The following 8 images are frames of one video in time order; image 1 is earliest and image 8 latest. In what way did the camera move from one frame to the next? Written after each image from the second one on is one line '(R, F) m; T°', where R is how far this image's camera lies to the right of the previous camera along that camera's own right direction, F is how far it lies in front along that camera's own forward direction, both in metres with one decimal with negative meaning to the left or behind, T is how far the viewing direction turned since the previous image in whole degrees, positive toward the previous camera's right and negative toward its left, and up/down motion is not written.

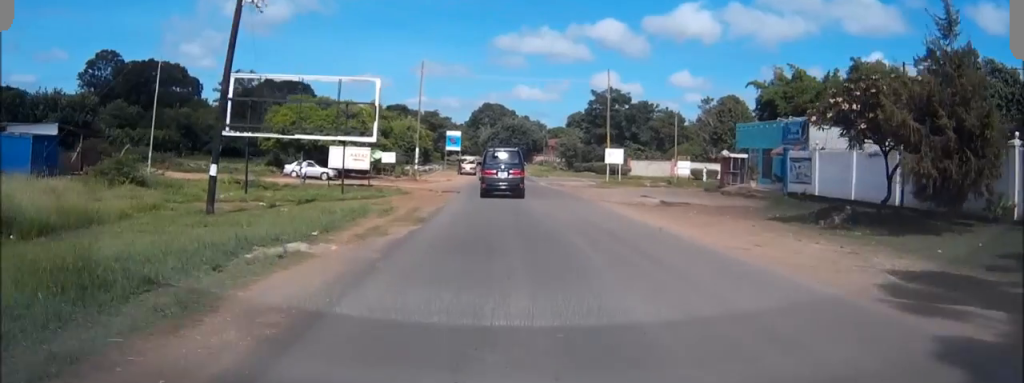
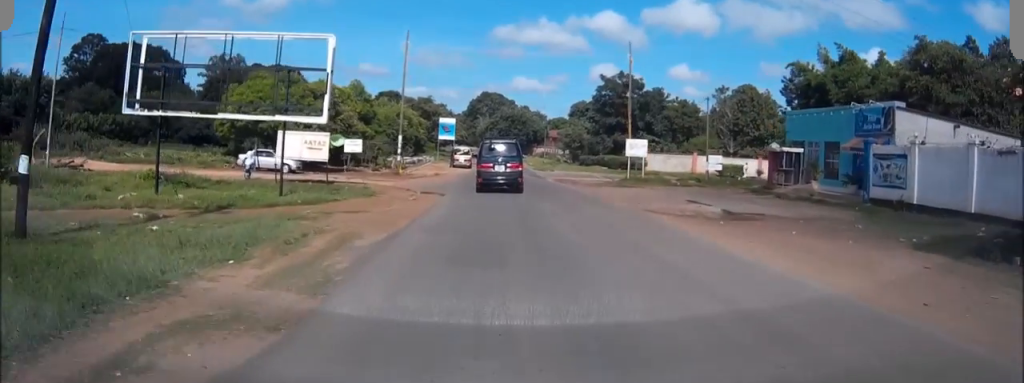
(-0.1, +10.3) m; 0°
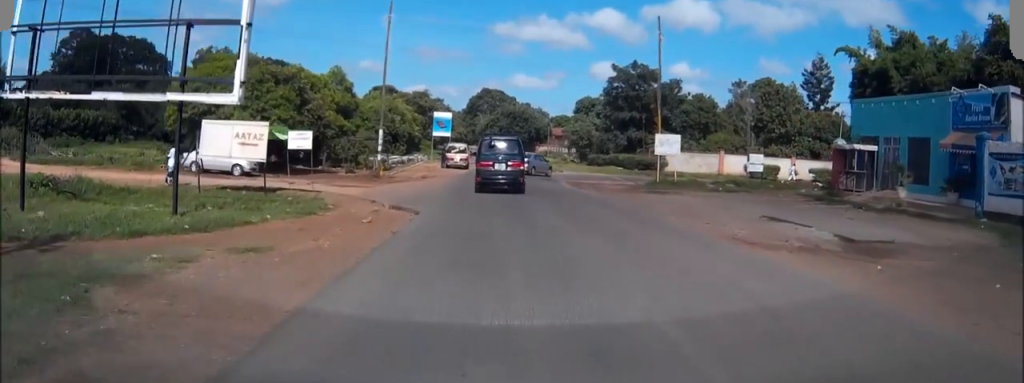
(+0.1, +9.4) m; 0°
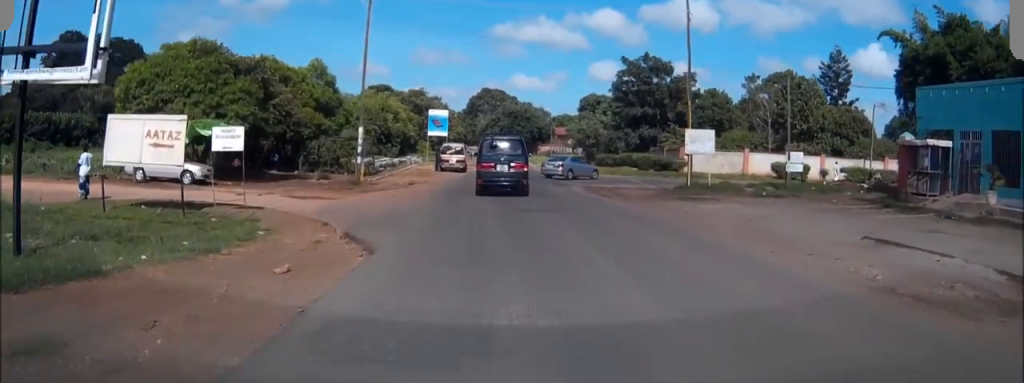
(0.0, +6.8) m; 0°
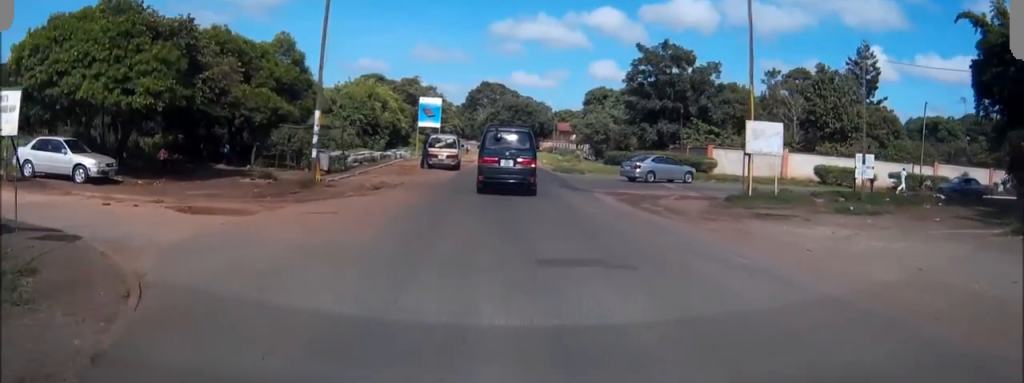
(0.0, +9.1) m; 0°
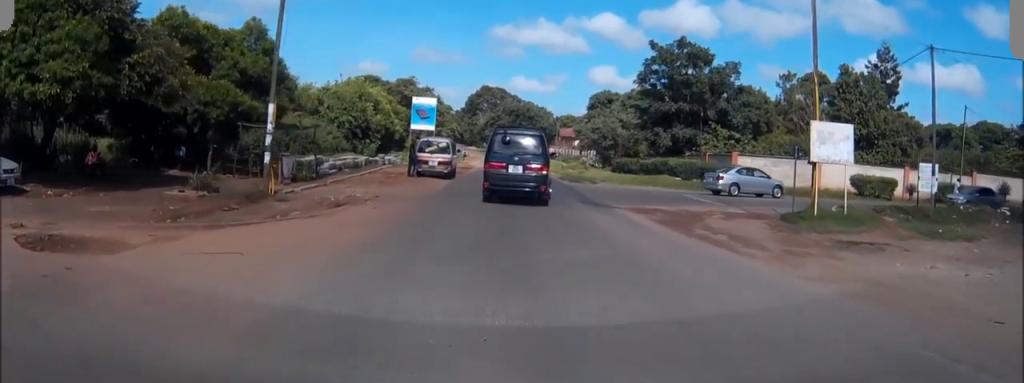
(0.0, +6.2) m; 0°
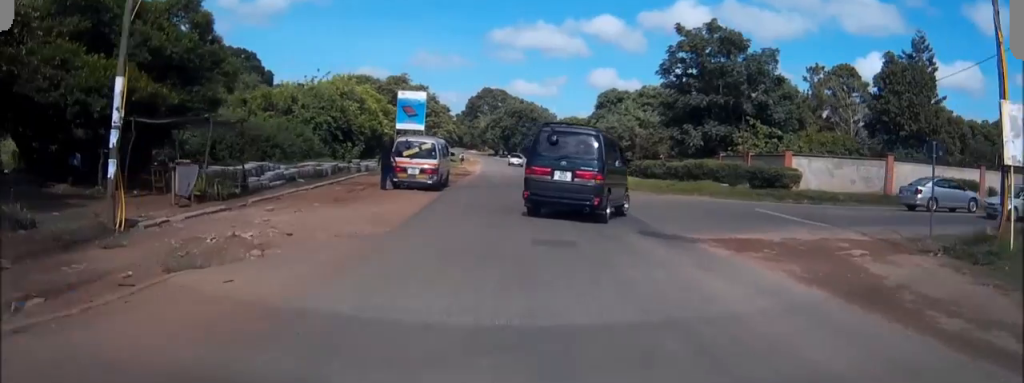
(0.0, +9.9) m; 0°
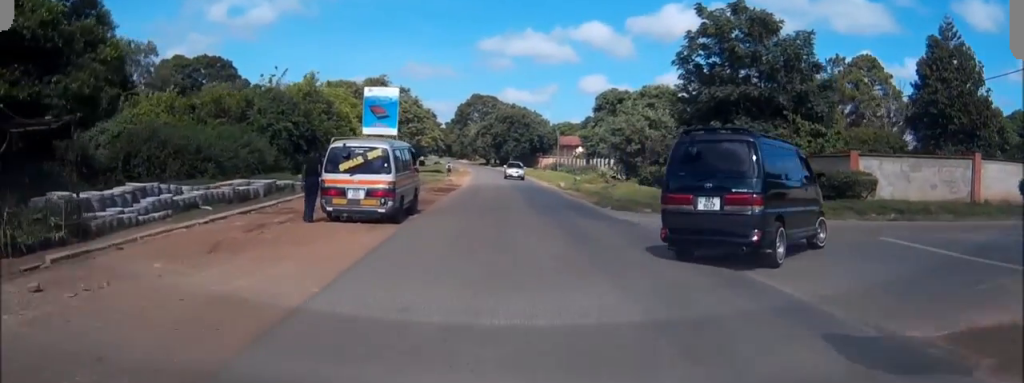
(0.0, +9.3) m; 0°
